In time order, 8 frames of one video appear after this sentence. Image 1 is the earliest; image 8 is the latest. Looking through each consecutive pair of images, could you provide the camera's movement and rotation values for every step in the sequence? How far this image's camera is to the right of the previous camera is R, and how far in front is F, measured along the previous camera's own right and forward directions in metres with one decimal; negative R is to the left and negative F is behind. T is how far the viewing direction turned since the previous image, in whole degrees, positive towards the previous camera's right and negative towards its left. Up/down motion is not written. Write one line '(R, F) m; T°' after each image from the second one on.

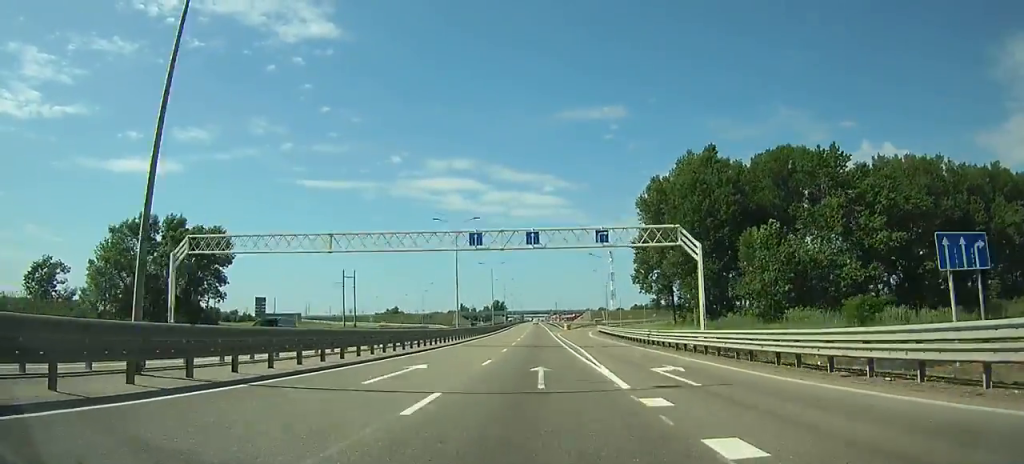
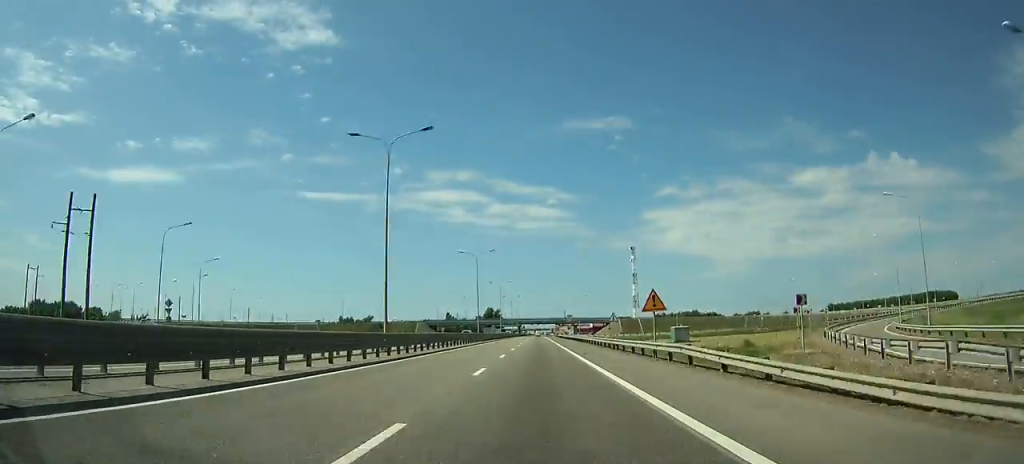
(+0.1, +122.2) m; 0°
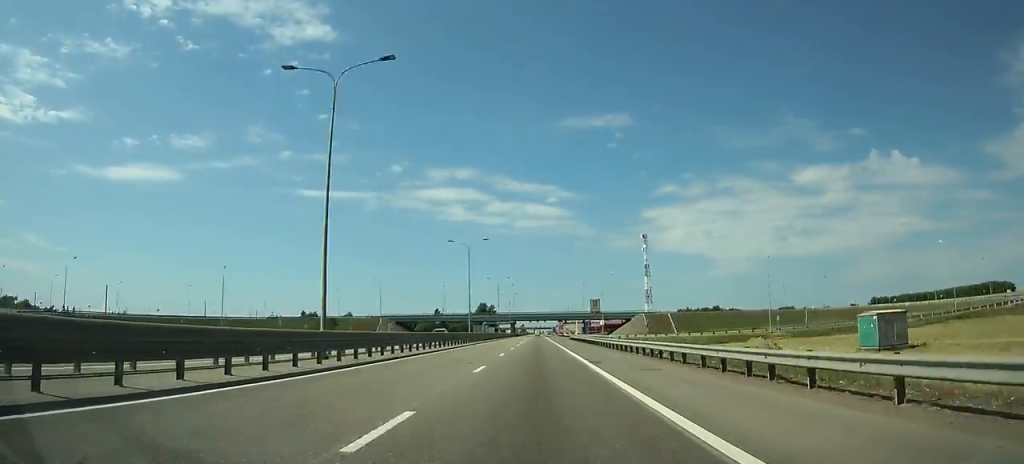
(-0.2, +58.0) m; 0°
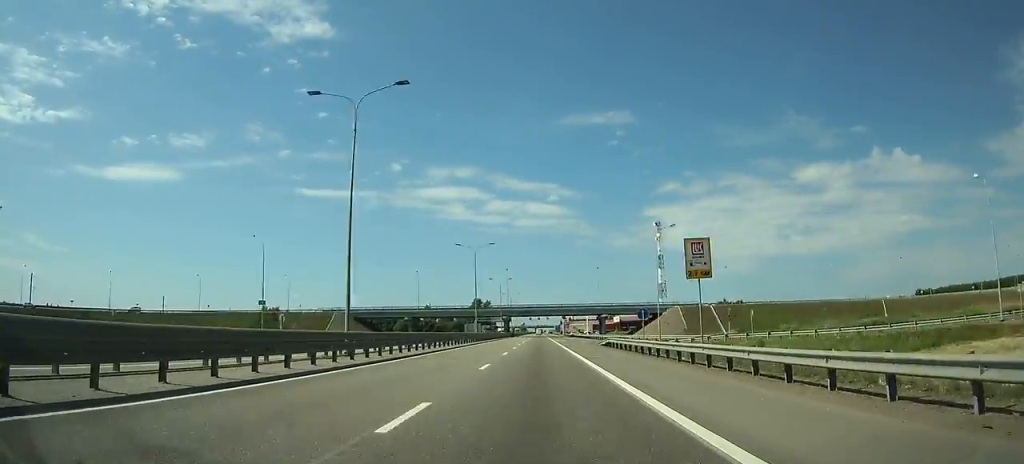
(0.0, +44.6) m; 0°
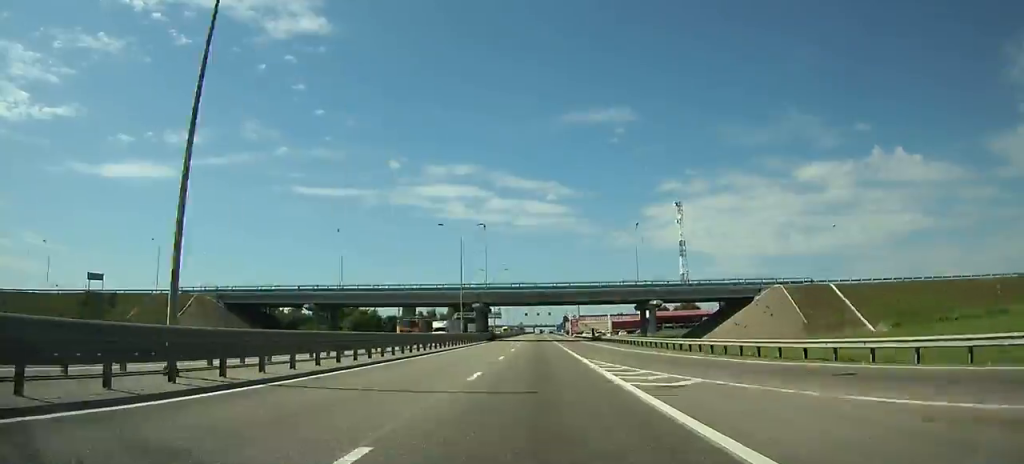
(-0.1, +64.3) m; 0°
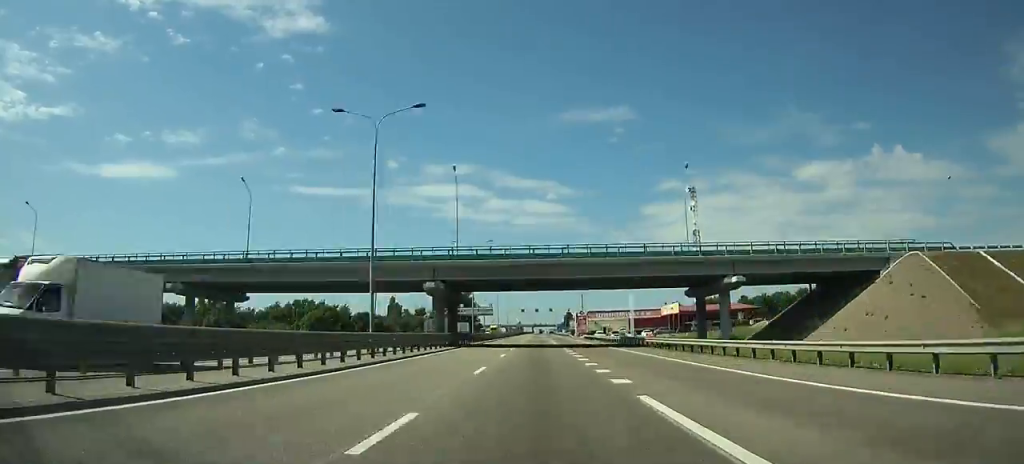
(0.0, +33.1) m; 0°
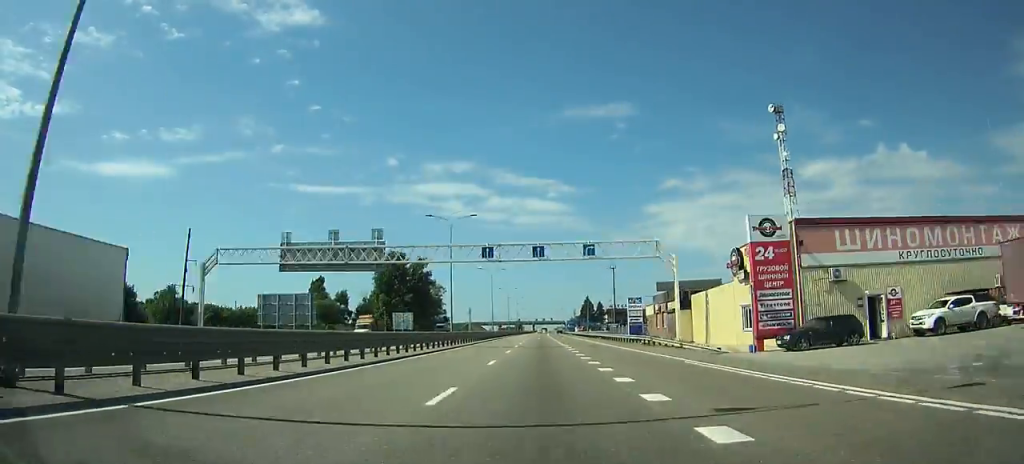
(-0.2, +117.6) m; 0°
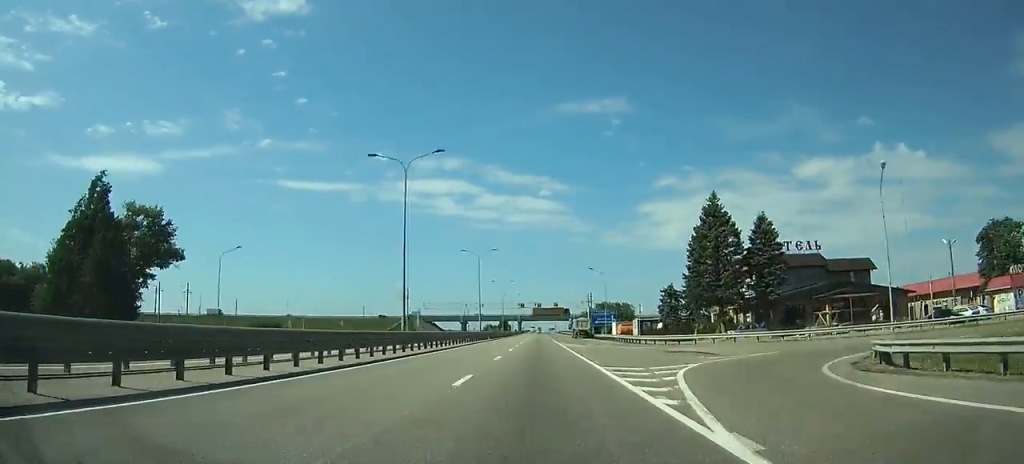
(+0.6, +163.2) m; +1°
